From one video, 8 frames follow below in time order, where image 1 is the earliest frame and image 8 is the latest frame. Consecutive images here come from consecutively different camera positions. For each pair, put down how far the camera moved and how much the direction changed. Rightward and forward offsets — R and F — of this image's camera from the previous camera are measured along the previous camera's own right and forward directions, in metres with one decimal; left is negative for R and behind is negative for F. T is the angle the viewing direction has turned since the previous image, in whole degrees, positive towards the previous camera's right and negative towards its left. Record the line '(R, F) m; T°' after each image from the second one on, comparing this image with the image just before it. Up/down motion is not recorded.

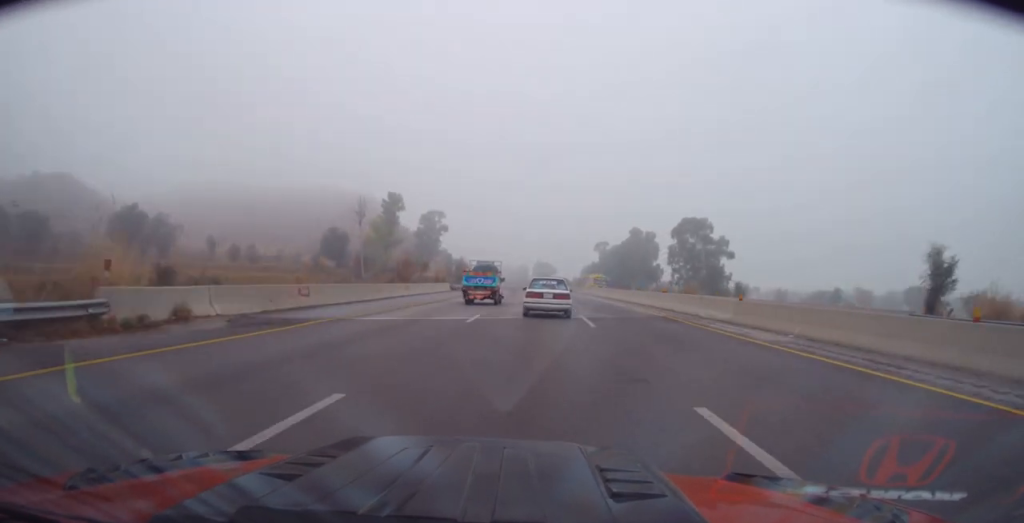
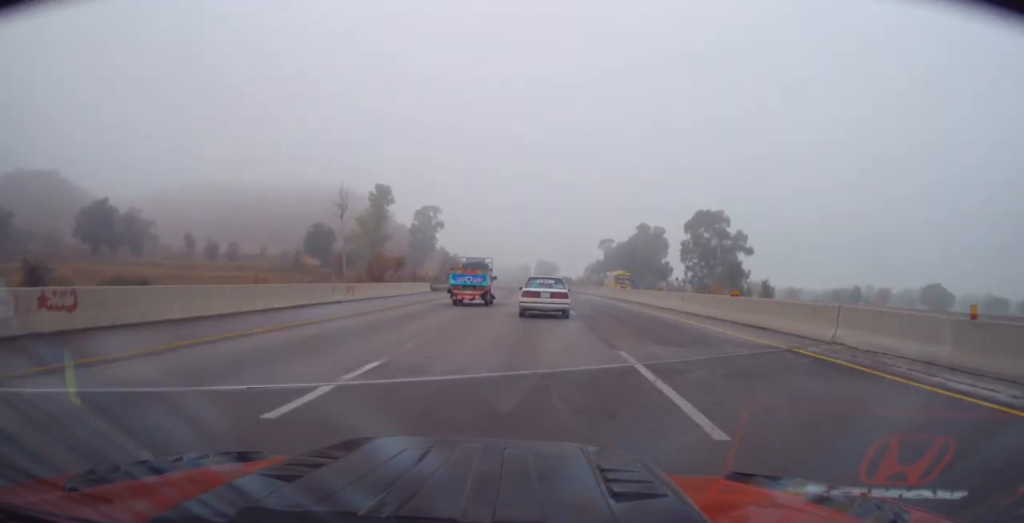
(+0.2, +13.2) m; 0°
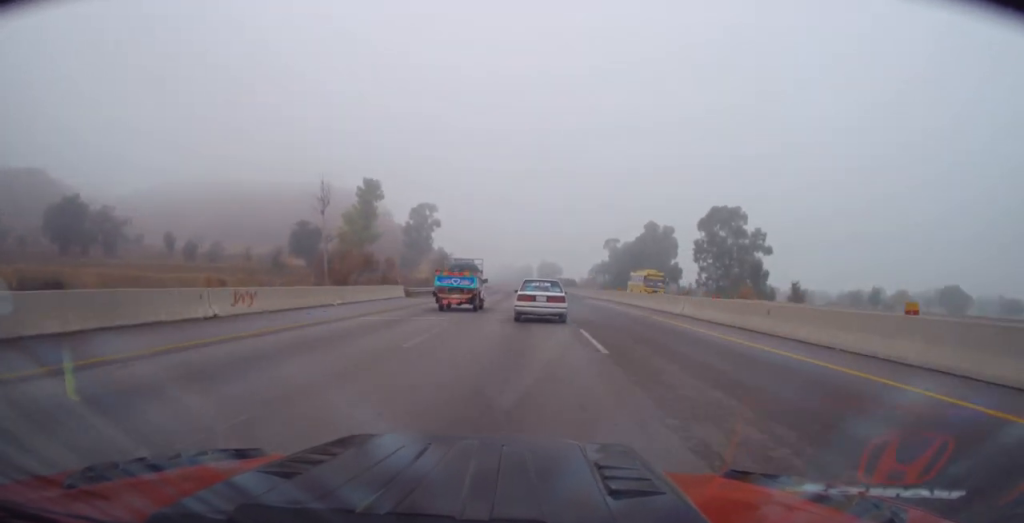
(-0.2, +11.4) m; 0°
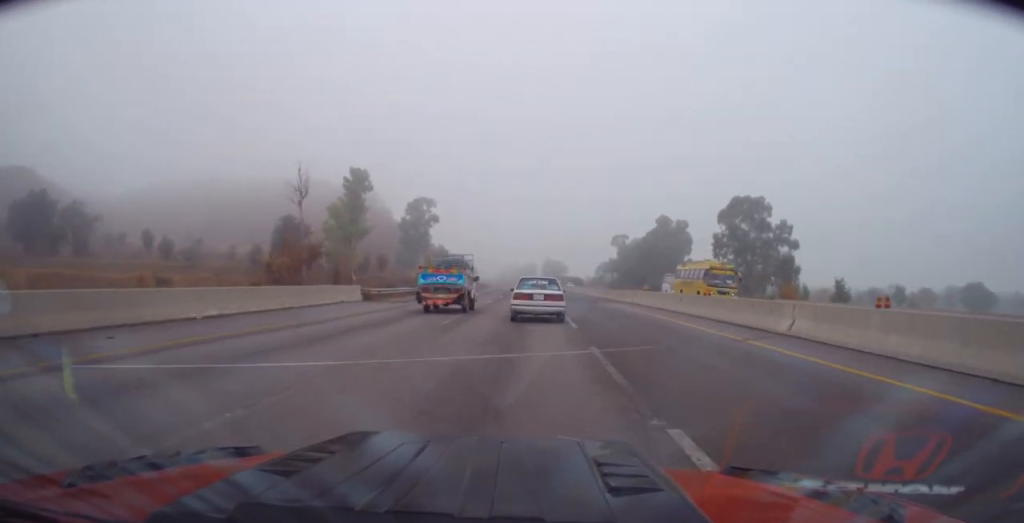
(-0.2, +12.2) m; 0°
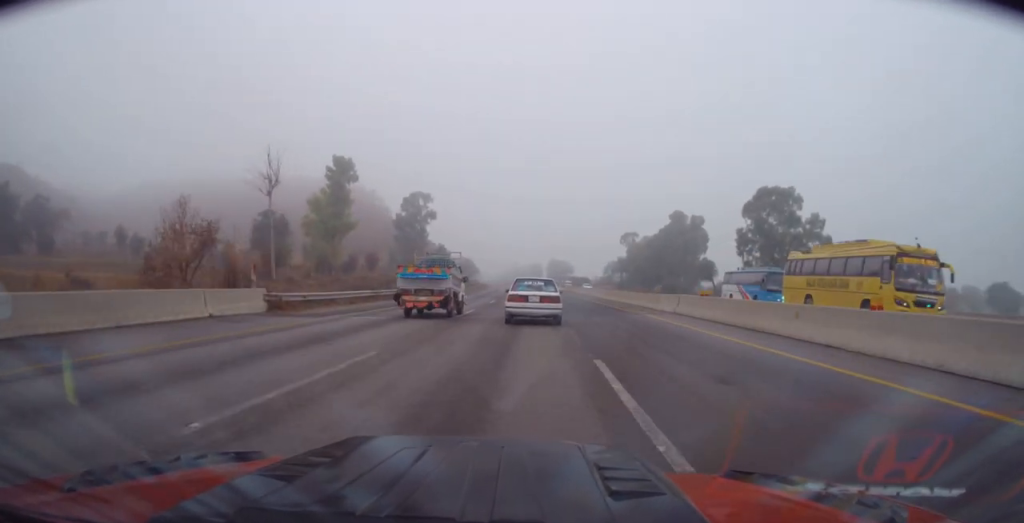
(+0.1, +12.9) m; -1°
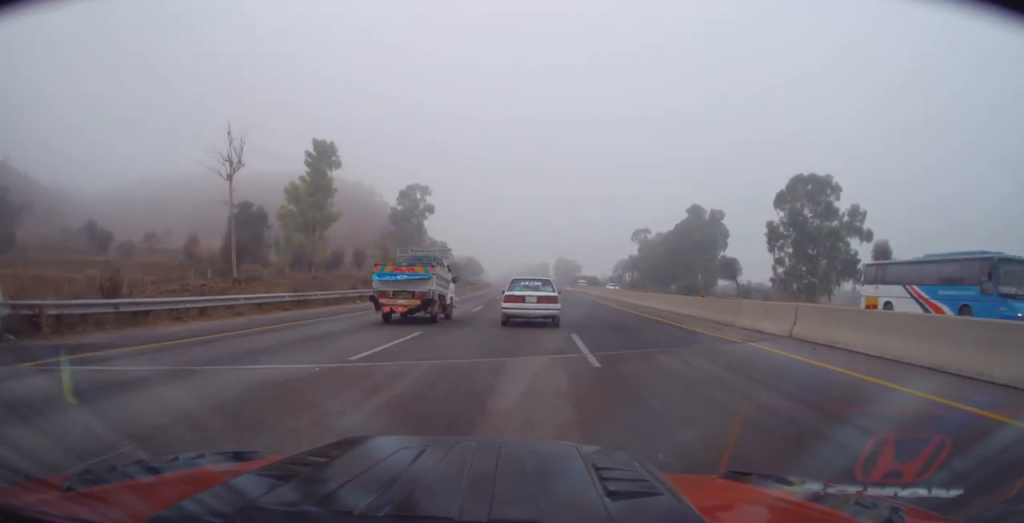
(+0.3, +12.9) m; -1°
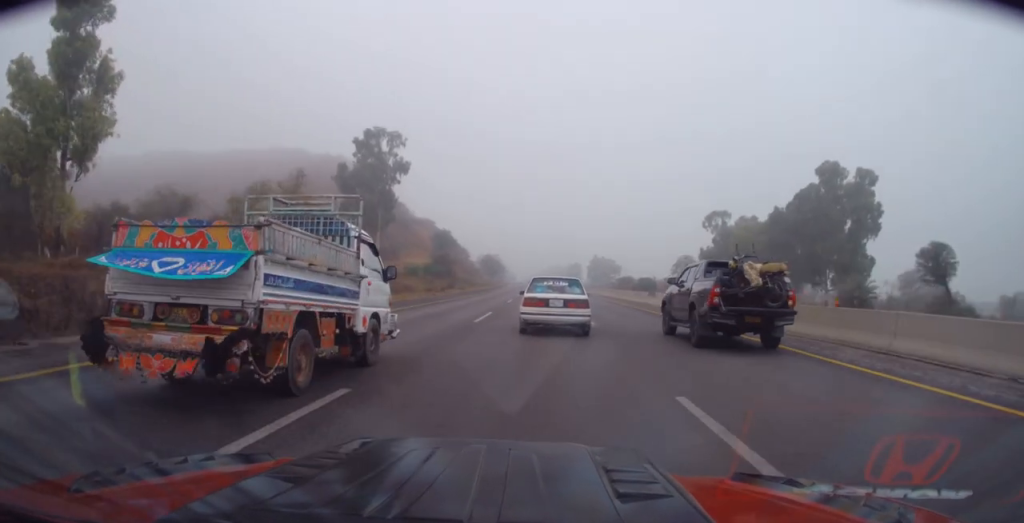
(-2.4, +61.5) m; -2°
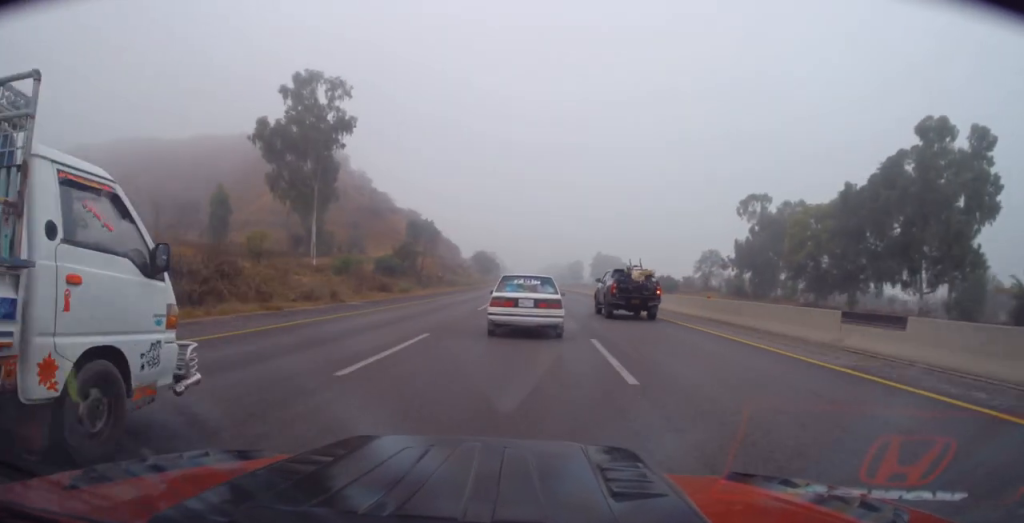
(+0.4, +28.8) m; 0°
